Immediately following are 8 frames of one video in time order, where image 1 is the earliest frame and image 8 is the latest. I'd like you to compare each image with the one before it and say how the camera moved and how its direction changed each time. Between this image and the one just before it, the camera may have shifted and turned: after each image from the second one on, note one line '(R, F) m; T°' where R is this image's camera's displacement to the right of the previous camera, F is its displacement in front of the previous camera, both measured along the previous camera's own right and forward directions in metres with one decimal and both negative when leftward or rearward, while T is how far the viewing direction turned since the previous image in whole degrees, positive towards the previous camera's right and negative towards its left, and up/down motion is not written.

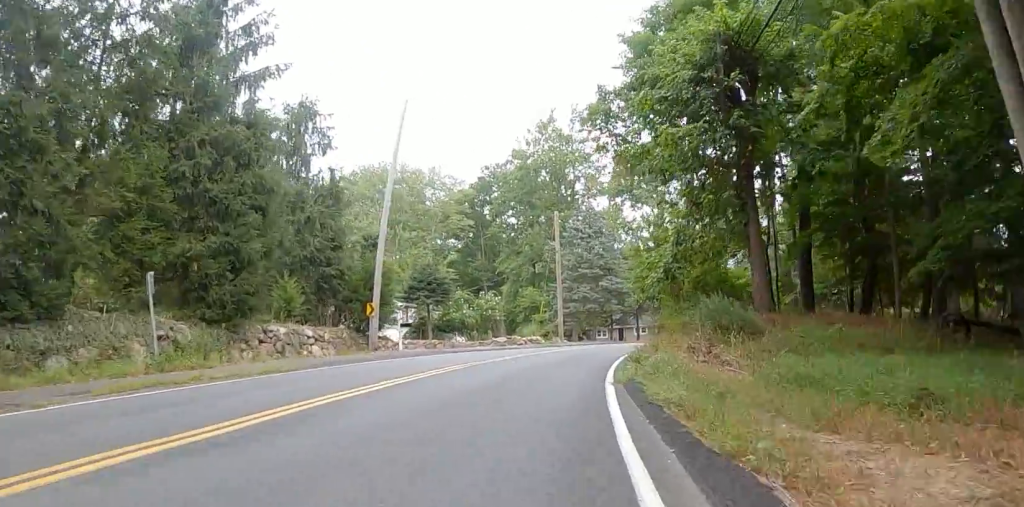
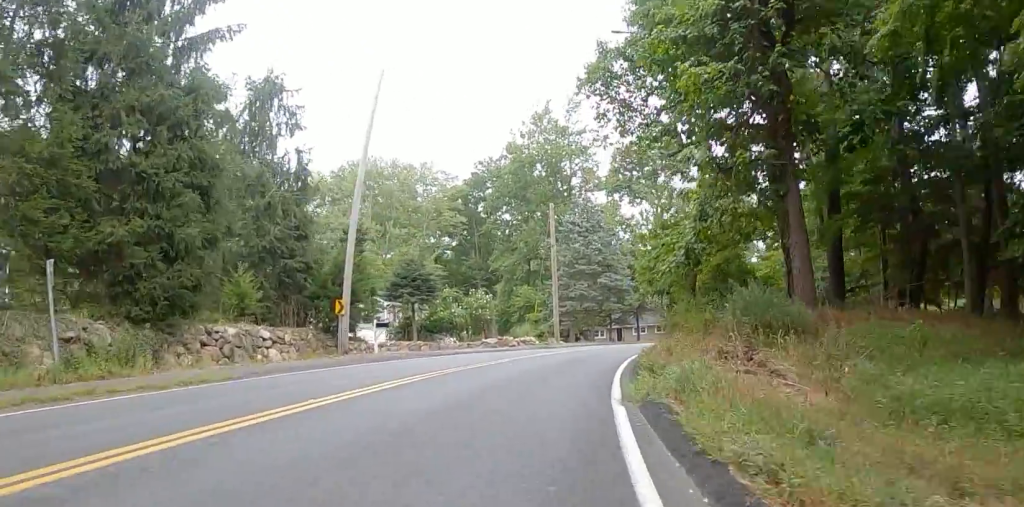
(+0.1, +2.5) m; +4°
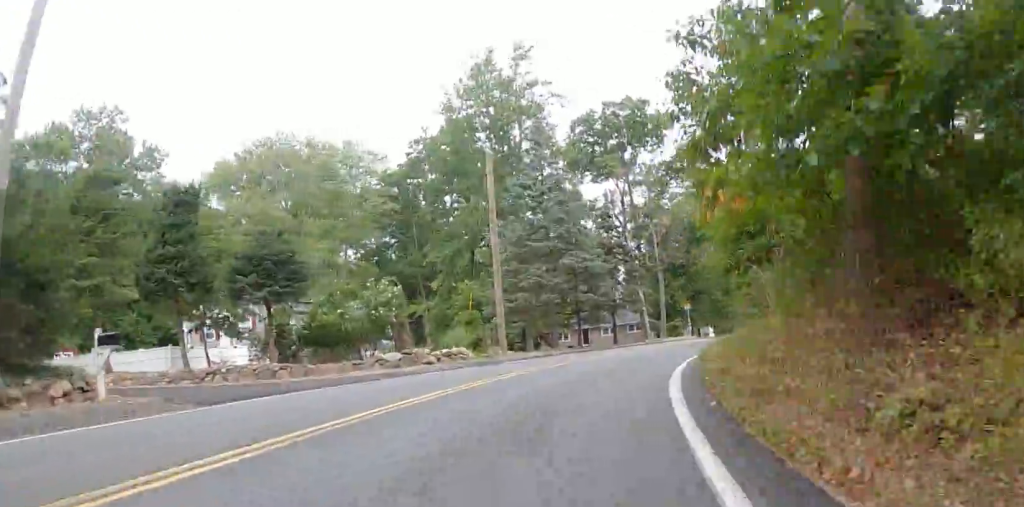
(+2.3, +11.8) m; +12°
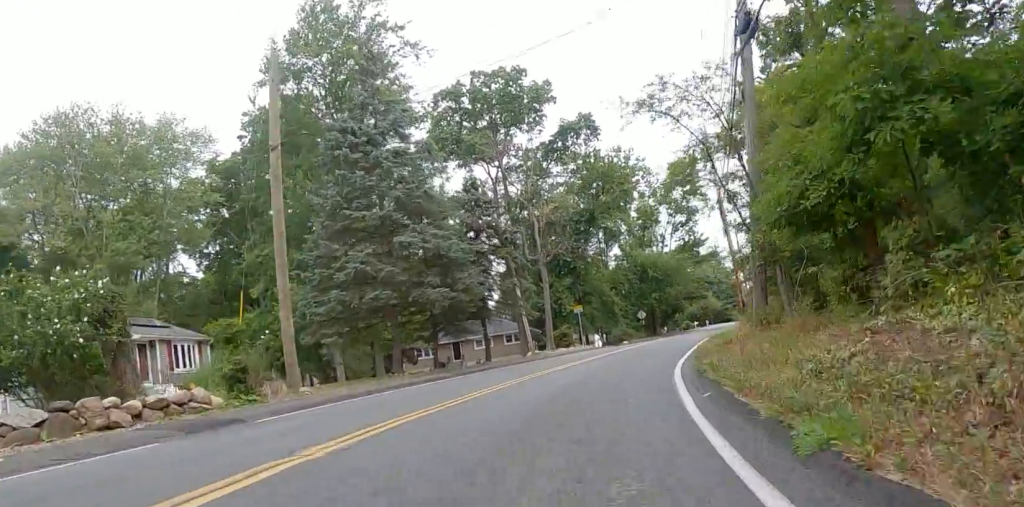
(-0.1, +10.9) m; +10°
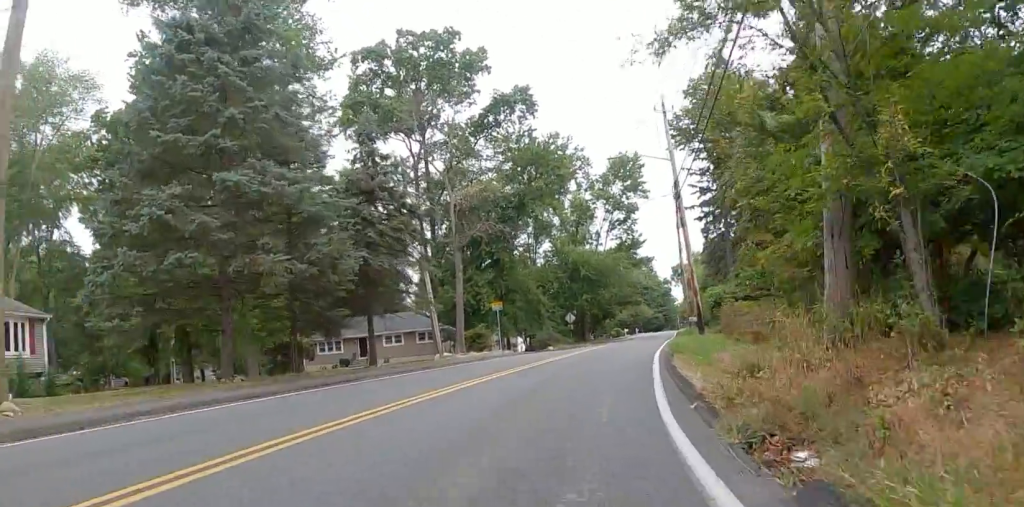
(+0.8, +6.5) m; +9°
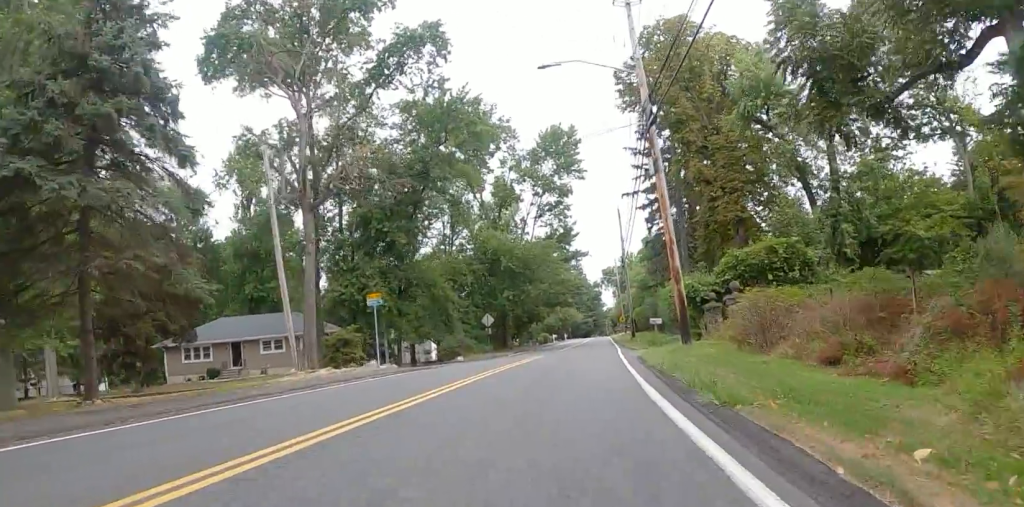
(+0.5, +11.2) m; +3°
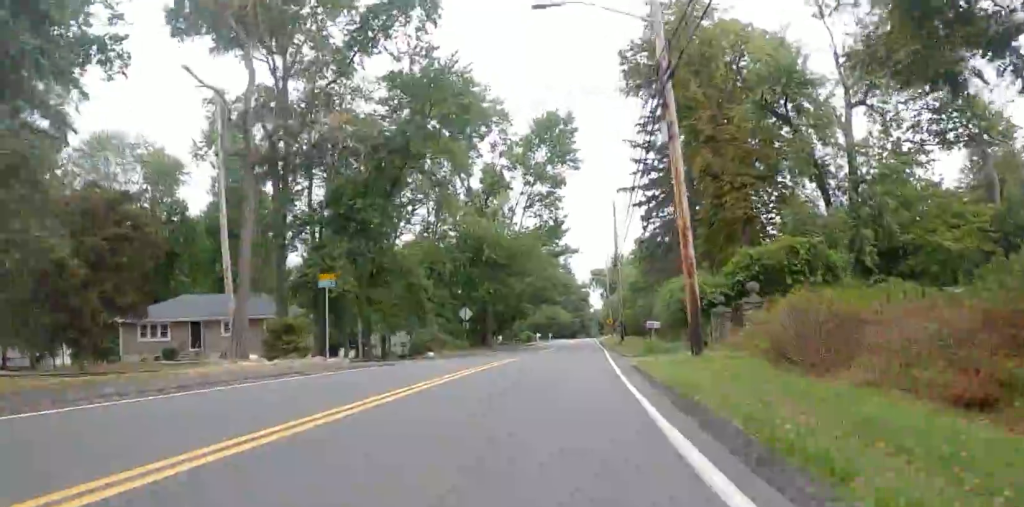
(0.0, +3.7) m; 0°
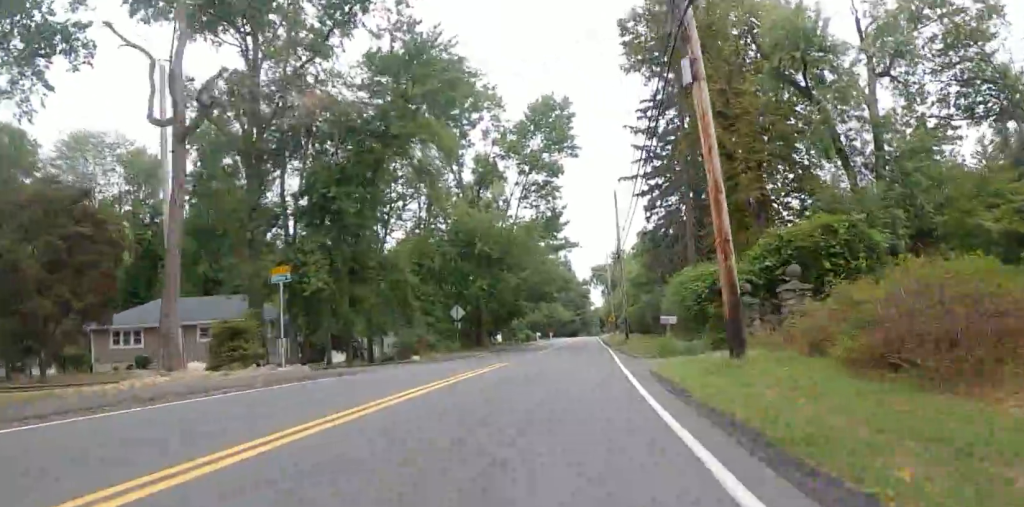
(0.0, +3.5) m; 0°
